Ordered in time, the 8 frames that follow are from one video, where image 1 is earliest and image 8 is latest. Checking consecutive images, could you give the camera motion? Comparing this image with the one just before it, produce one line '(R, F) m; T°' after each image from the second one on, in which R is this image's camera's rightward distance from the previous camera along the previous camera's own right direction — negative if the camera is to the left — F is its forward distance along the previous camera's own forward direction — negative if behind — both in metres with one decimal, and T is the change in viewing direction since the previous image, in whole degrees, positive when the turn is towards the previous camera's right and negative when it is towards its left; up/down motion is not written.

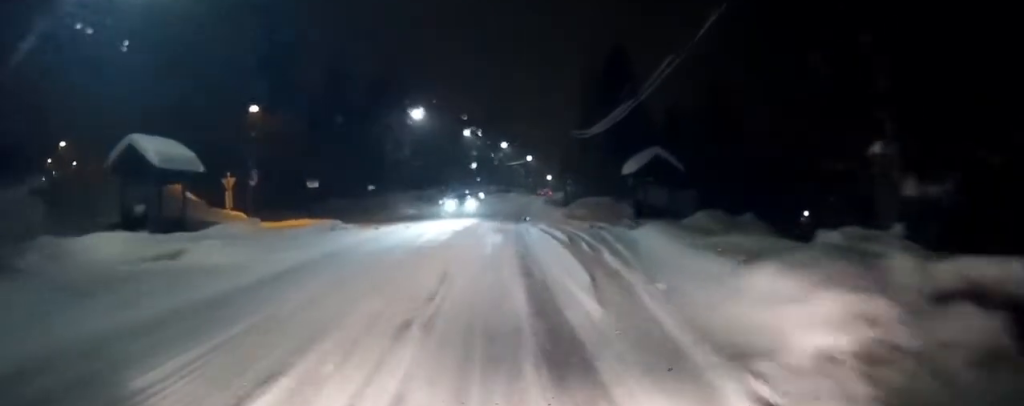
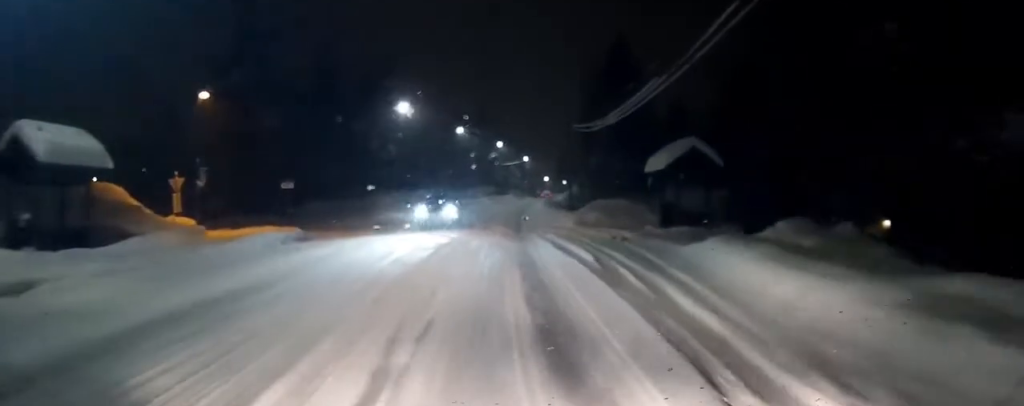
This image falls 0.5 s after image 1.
(+0.1, +5.7) m; 0°
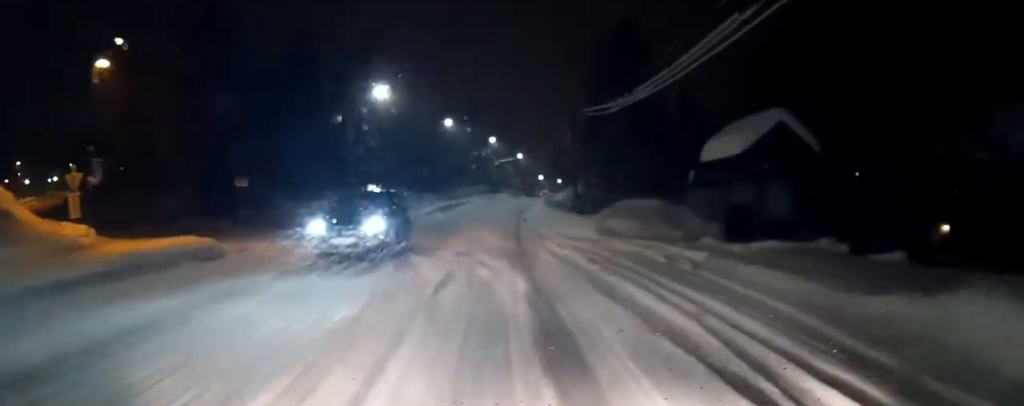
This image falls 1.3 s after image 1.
(0.0, +7.9) m; 0°
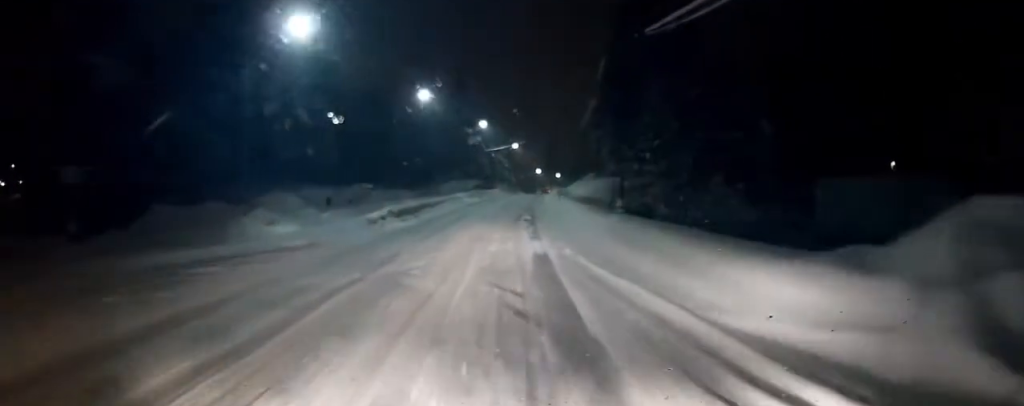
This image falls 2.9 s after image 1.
(+0.2, +18.1) m; +1°
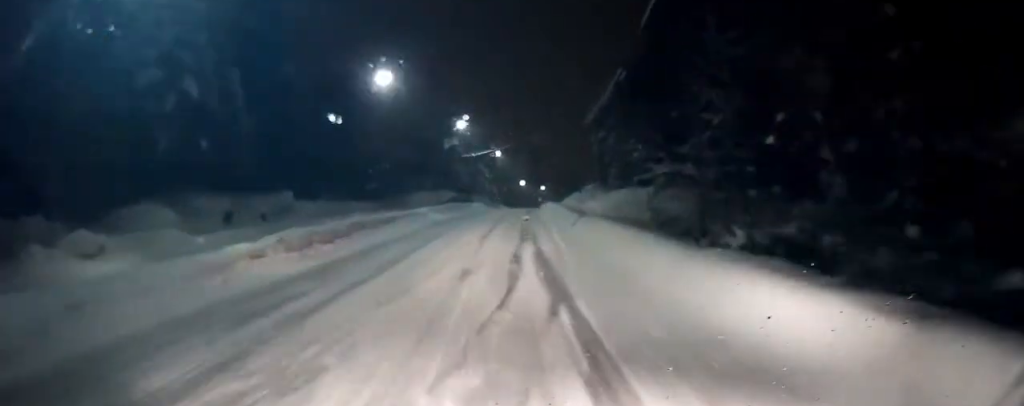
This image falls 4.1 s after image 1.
(+0.1, +12.7) m; +1°
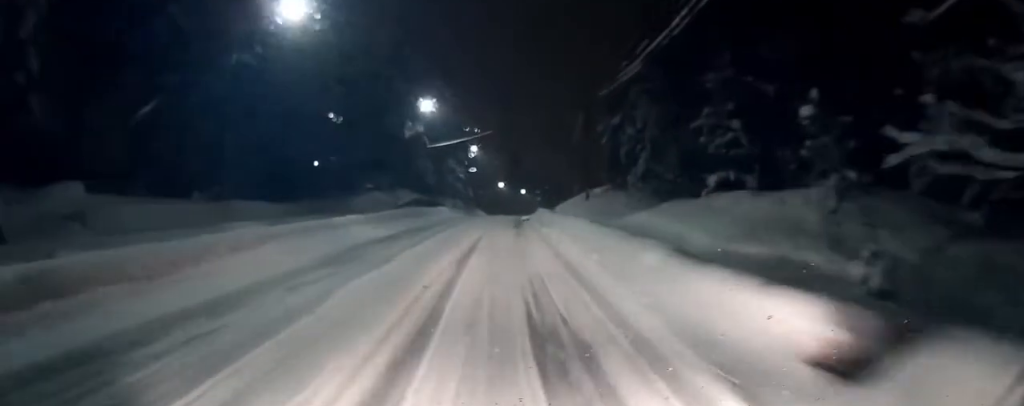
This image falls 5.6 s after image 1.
(+0.5, +16.1) m; +3°
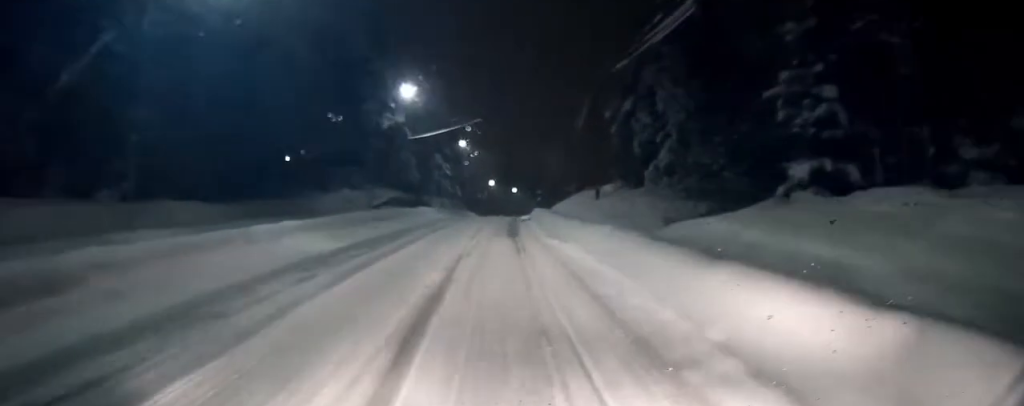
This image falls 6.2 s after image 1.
(0.0, +6.7) m; +1°
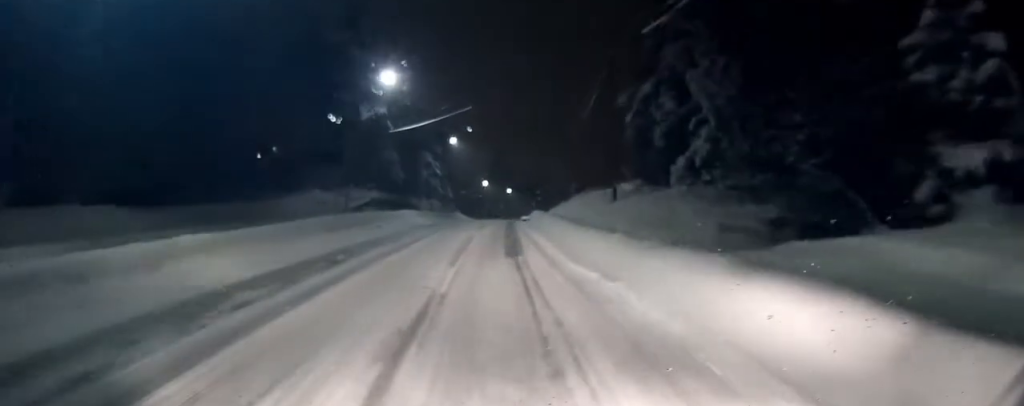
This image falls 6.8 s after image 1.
(0.0, +6.0) m; 0°
